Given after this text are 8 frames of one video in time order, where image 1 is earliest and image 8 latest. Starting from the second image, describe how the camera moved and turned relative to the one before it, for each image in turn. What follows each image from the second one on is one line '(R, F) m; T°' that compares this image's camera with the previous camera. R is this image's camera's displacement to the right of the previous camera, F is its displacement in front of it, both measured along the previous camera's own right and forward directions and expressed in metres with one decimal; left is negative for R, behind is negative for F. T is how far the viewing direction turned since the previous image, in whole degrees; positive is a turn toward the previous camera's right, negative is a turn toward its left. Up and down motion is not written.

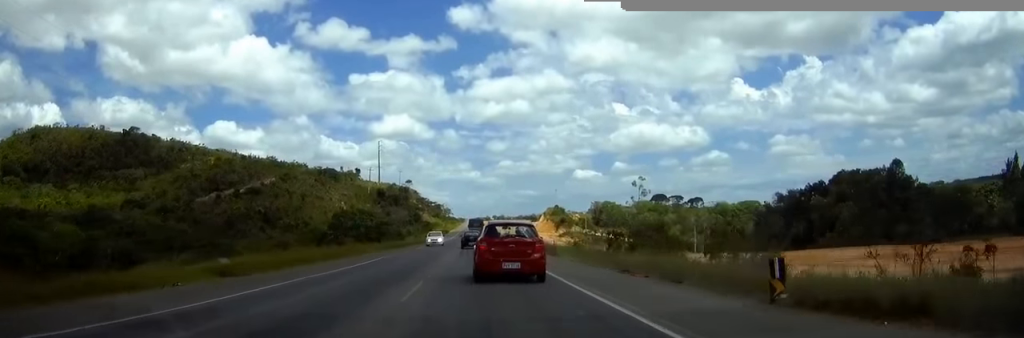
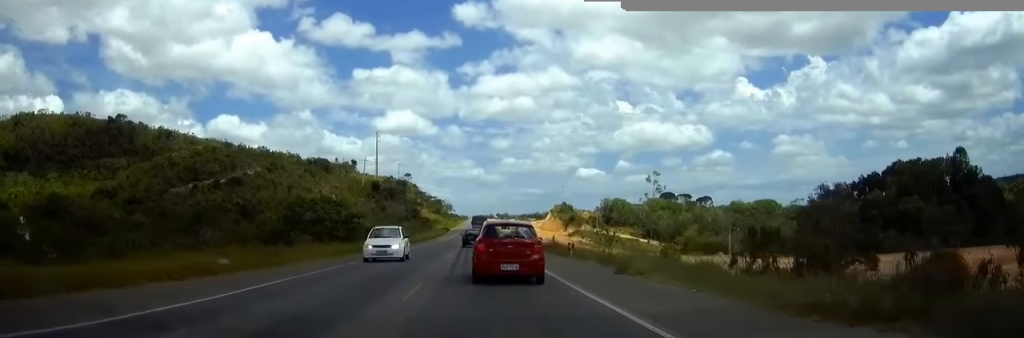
(0.0, +17.5) m; 0°
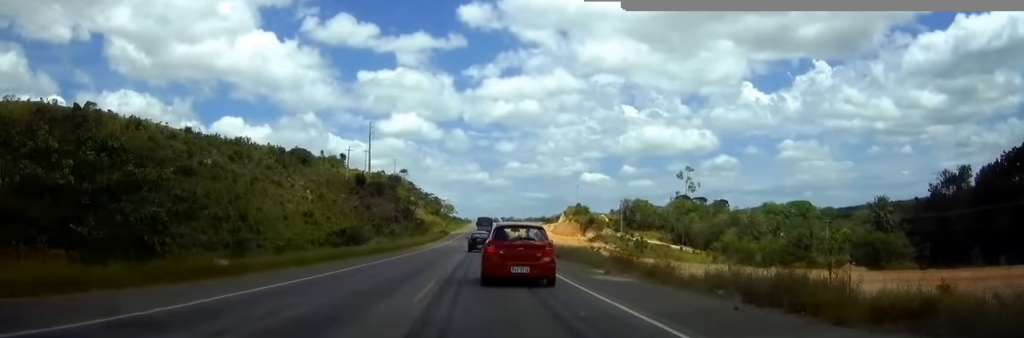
(-0.2, +34.1) m; 0°
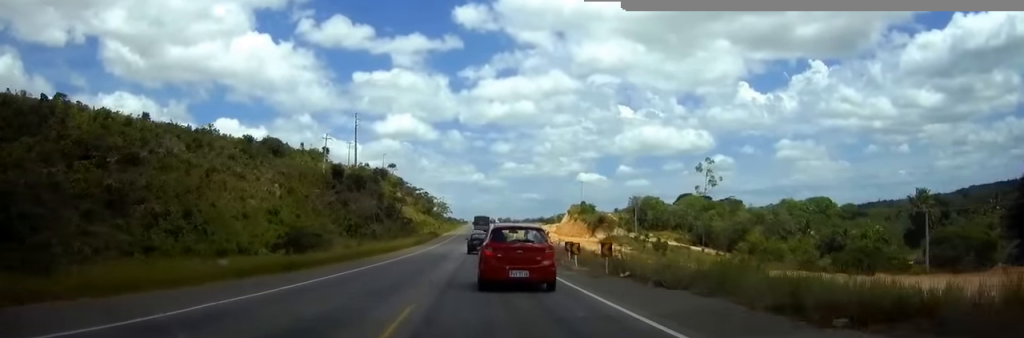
(0.0, +22.9) m; 0°
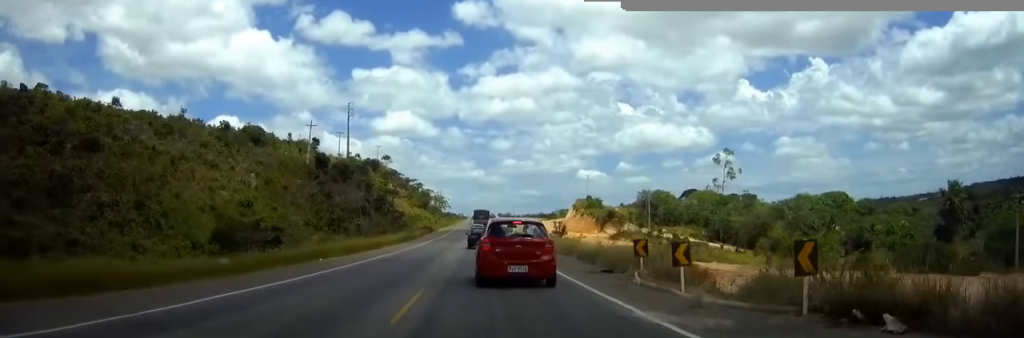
(0.0, +14.9) m; 0°
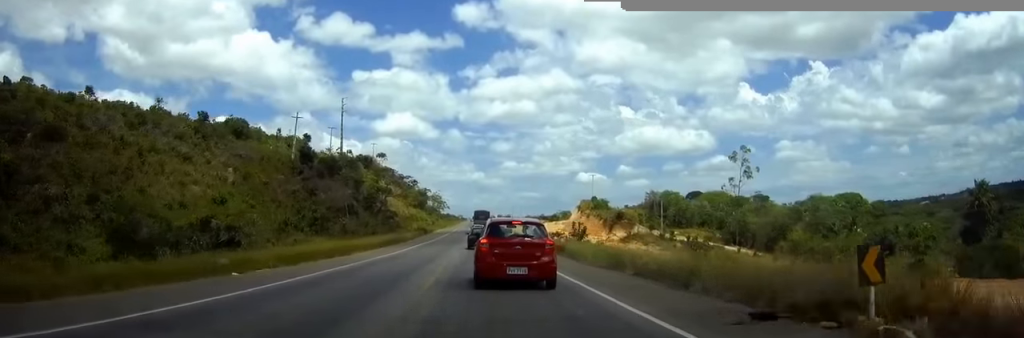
(+0.1, +11.6) m; 0°
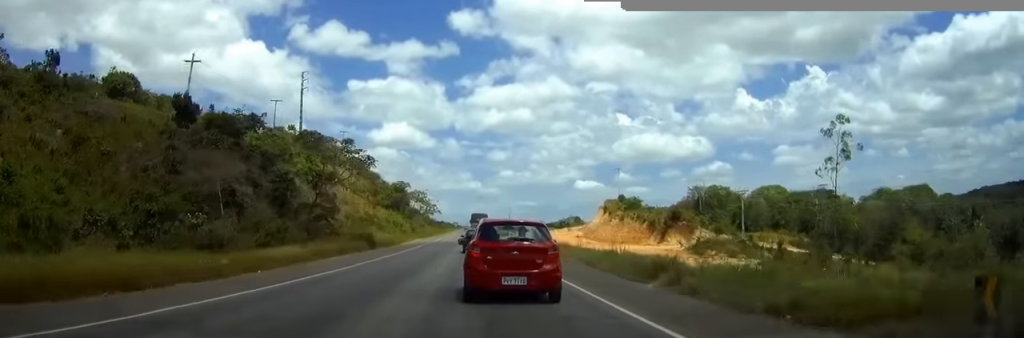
(+0.1, +50.0) m; 0°
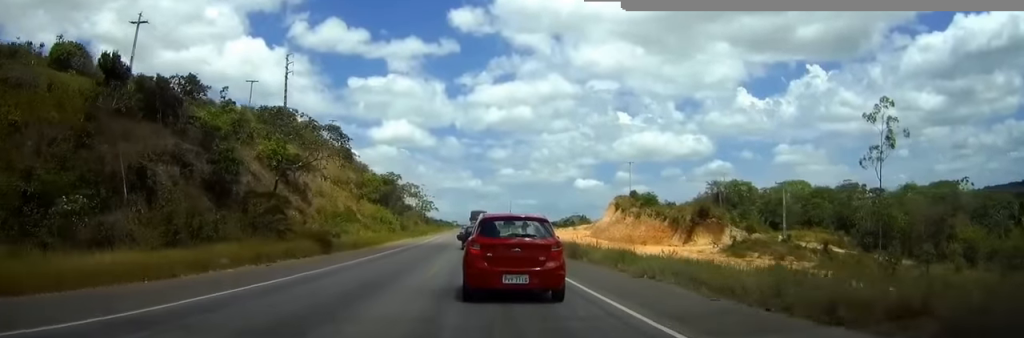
(-0.1, +15.2) m; 0°
